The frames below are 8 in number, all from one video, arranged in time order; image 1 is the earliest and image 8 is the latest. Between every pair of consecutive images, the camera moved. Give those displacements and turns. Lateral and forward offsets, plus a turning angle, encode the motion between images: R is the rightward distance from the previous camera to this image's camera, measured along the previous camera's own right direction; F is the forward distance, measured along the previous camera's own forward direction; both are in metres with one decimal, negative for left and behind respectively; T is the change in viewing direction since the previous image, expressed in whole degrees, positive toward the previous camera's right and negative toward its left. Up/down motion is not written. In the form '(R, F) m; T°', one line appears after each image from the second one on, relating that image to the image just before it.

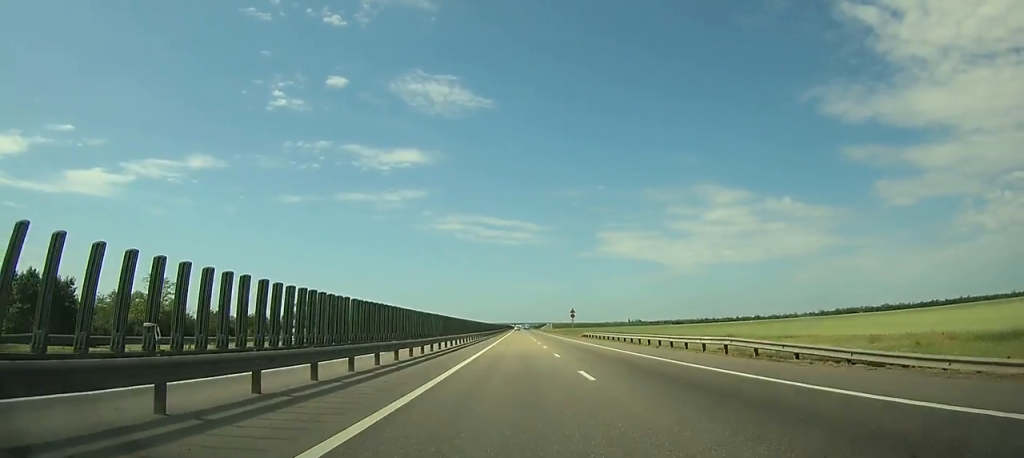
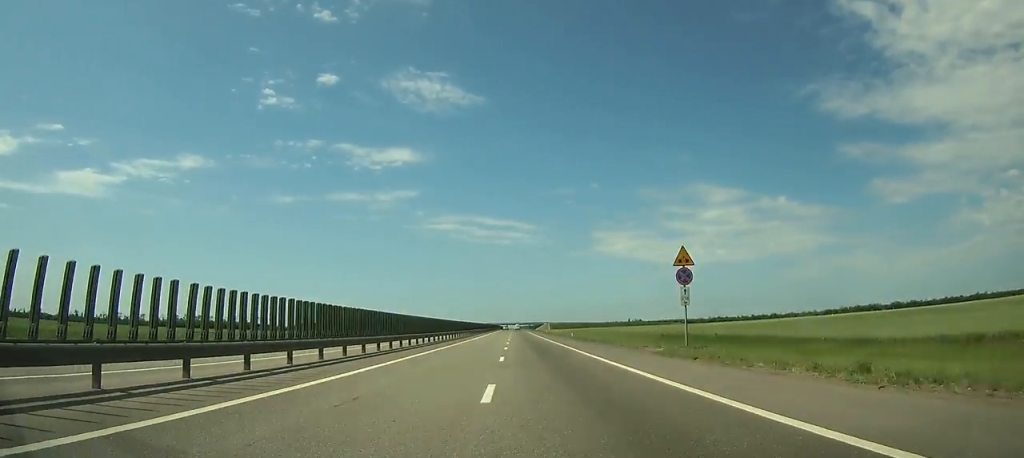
(+0.7, +89.9) m; 0°
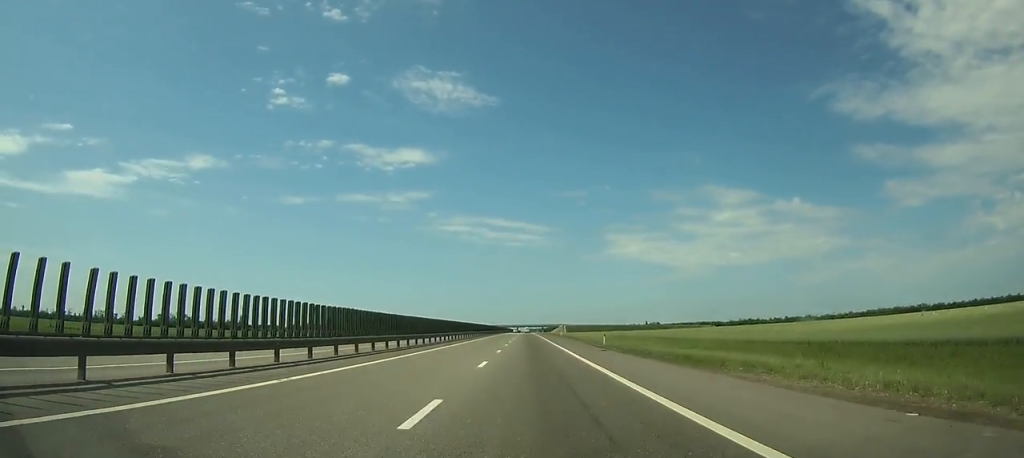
(-0.2, +74.8) m; -1°
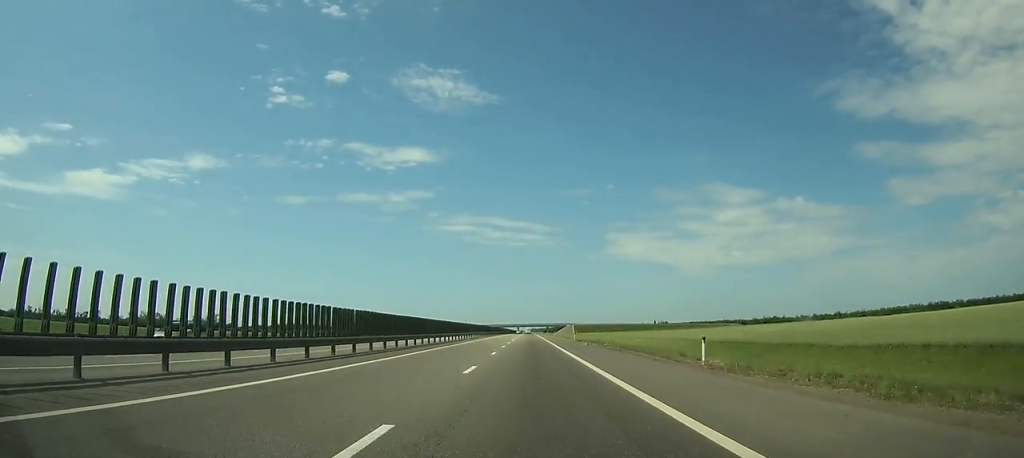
(-0.5, +72.4) m; 0°
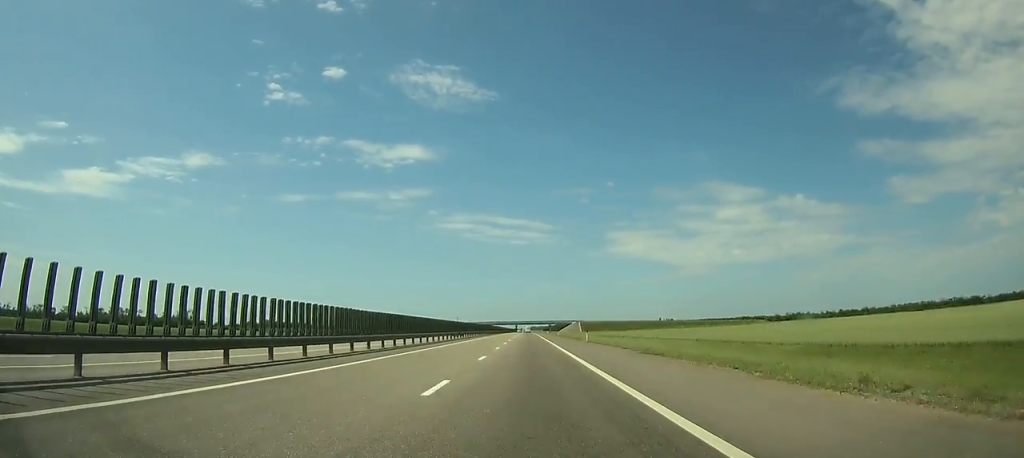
(-0.1, +65.5) m; 0°
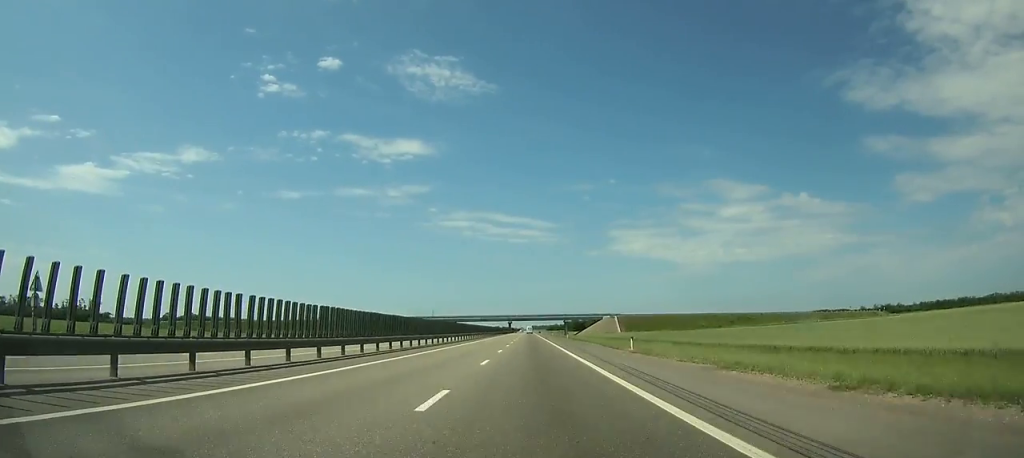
(-0.6, +172.0) m; 0°
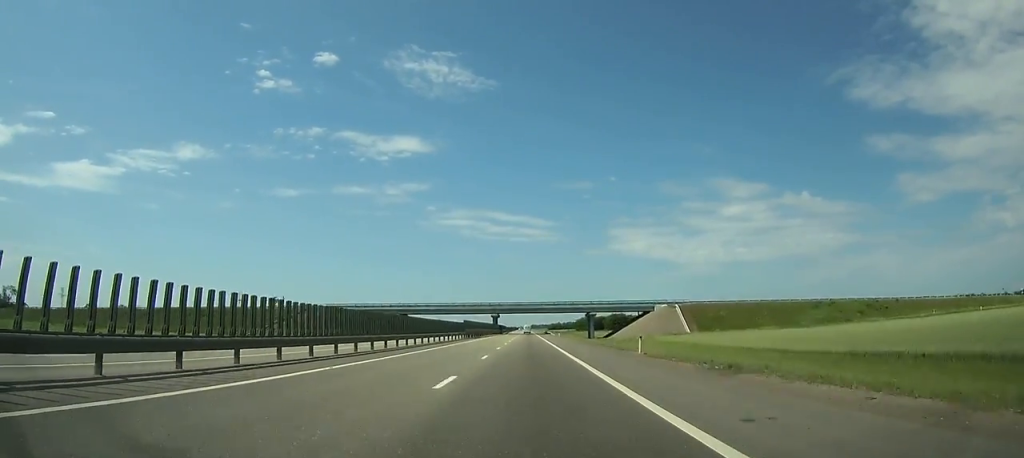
(+0.1, +106.8) m; 0°
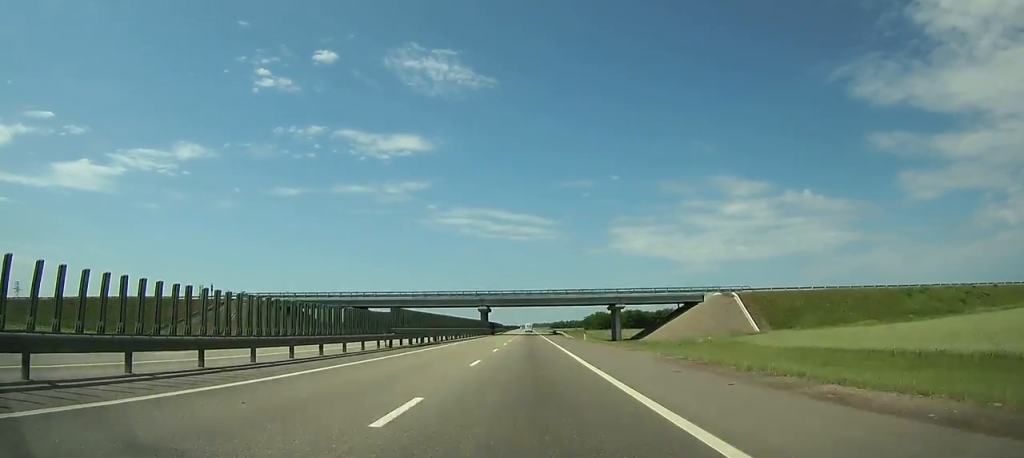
(0.0, +39.5) m; 0°
